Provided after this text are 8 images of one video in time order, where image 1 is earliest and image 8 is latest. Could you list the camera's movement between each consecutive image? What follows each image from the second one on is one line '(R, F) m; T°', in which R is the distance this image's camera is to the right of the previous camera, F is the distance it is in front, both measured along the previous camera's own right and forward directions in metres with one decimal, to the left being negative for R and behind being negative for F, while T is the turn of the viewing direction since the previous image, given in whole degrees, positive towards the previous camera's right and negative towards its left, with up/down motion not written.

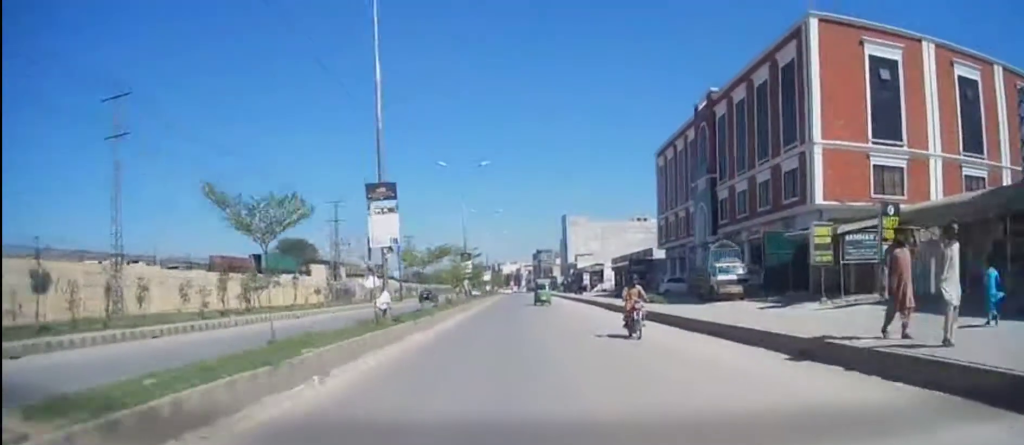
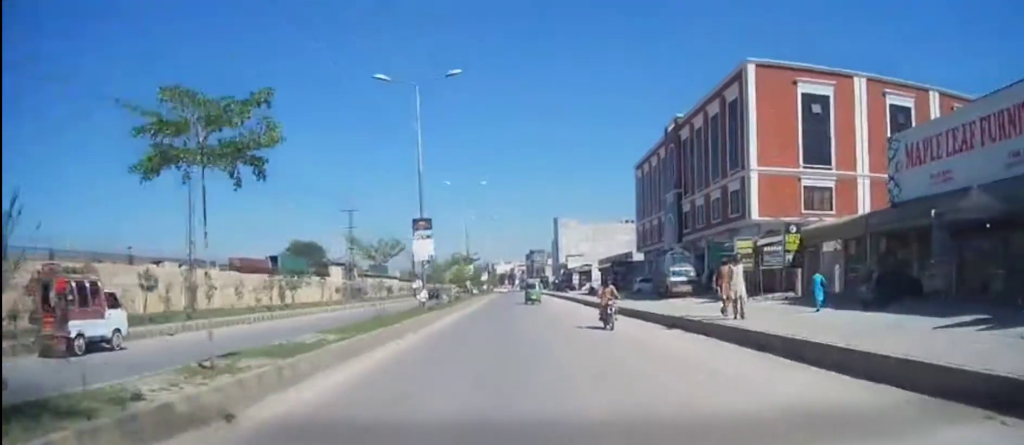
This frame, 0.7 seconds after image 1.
(+0.1, +9.6) m; +1°
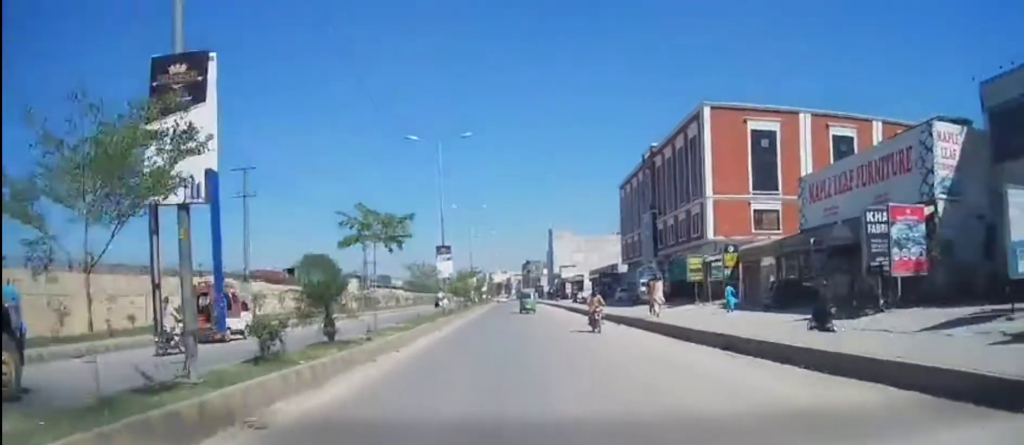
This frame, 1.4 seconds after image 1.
(+0.1, +9.7) m; 0°
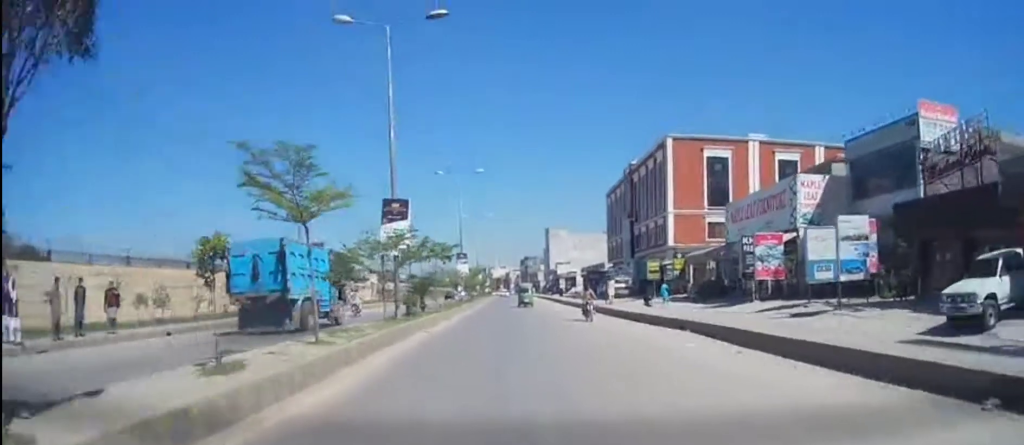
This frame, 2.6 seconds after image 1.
(0.0, +13.9) m; 0°
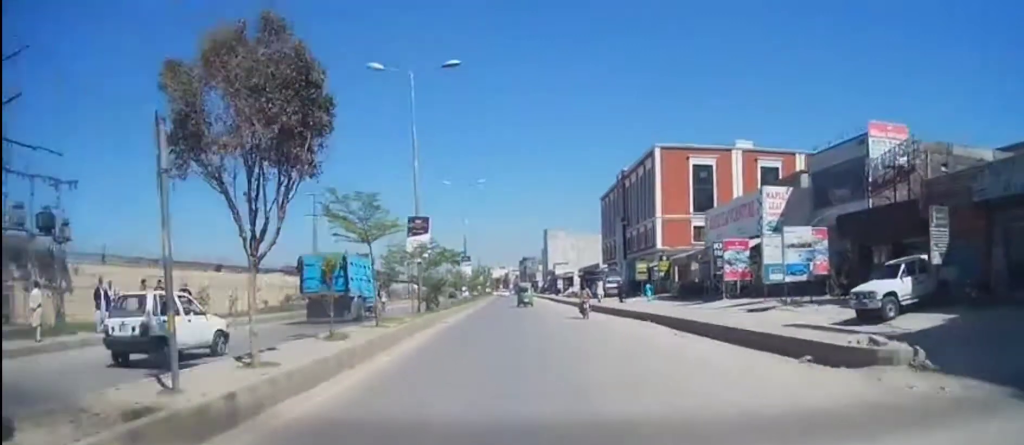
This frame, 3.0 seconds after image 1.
(-0.1, +4.9) m; +1°
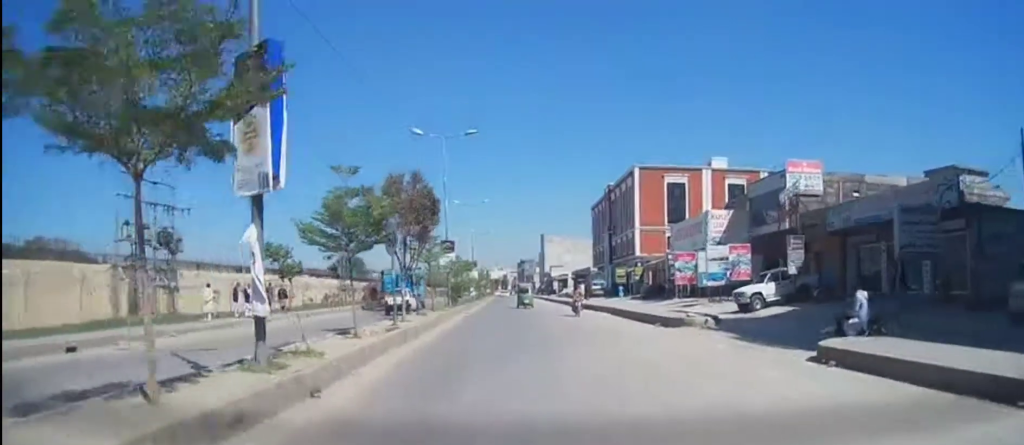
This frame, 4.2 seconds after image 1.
(+0.3, +12.3) m; 0°
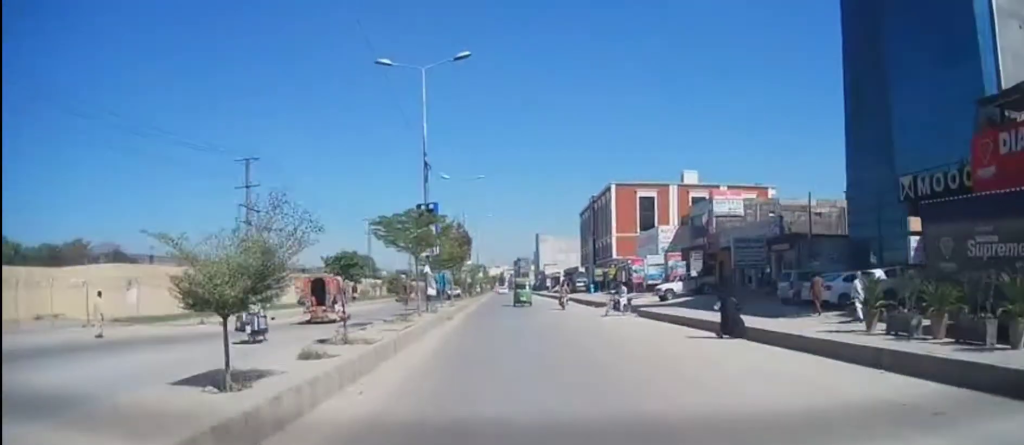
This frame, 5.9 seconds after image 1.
(-0.6, +17.1) m; -2°
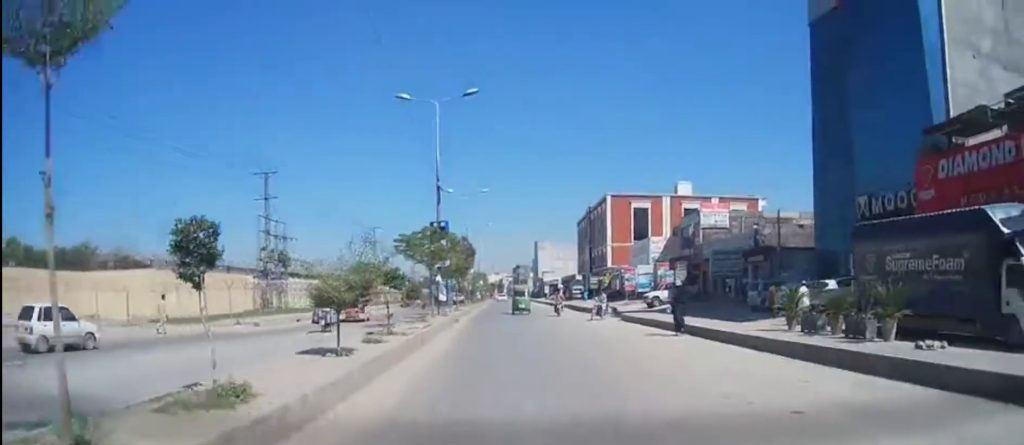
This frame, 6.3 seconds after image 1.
(-0.1, +4.2) m; +1°
